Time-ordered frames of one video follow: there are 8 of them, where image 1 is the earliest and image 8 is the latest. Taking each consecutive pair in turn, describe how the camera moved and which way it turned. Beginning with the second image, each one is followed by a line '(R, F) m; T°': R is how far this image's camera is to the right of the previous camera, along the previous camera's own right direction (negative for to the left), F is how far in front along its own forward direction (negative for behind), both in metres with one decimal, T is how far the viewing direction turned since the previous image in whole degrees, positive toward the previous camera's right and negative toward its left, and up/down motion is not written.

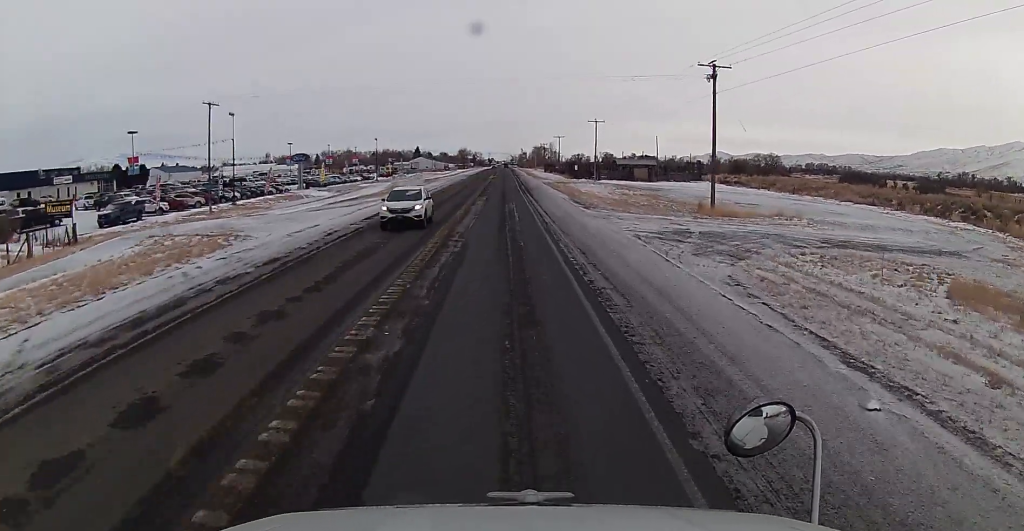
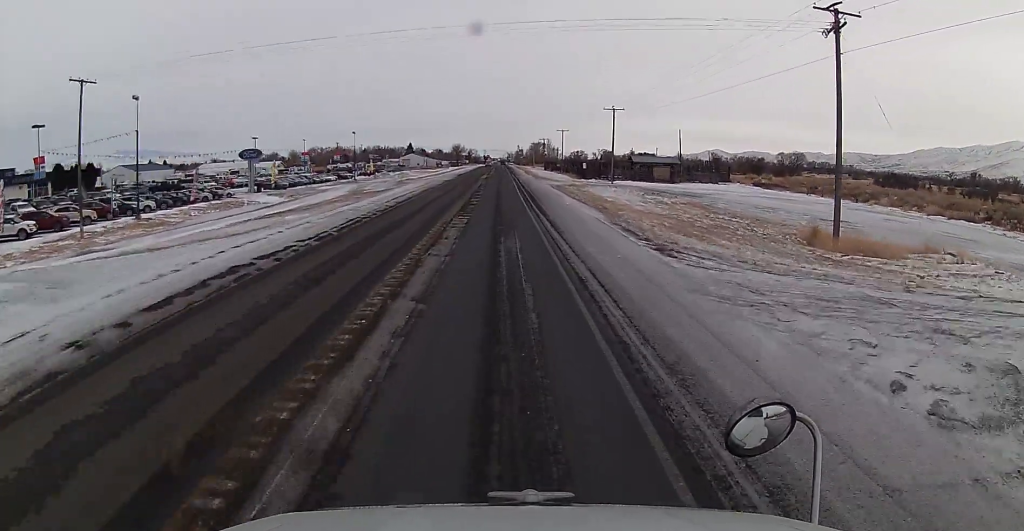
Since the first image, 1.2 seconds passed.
(0.0, +21.3) m; +1°
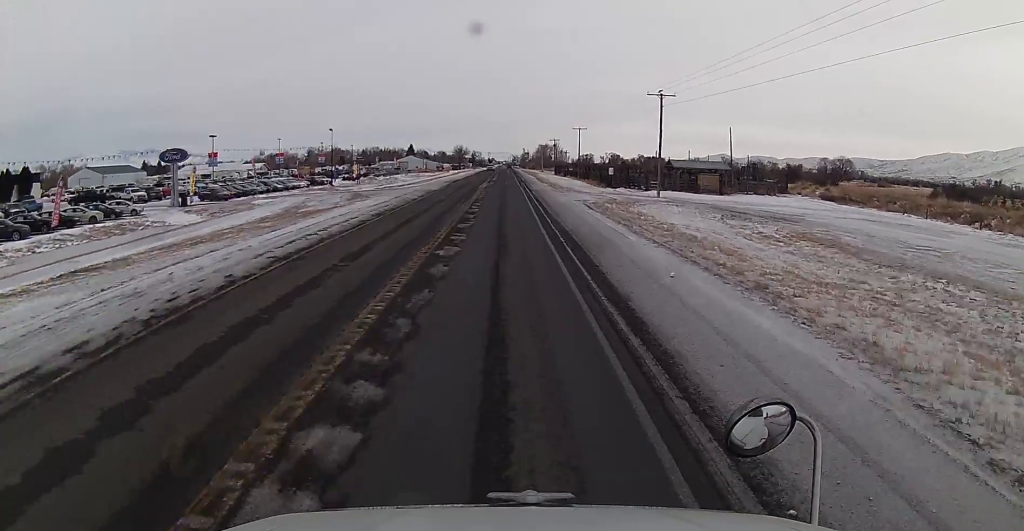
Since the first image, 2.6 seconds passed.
(+0.1, +24.7) m; -1°
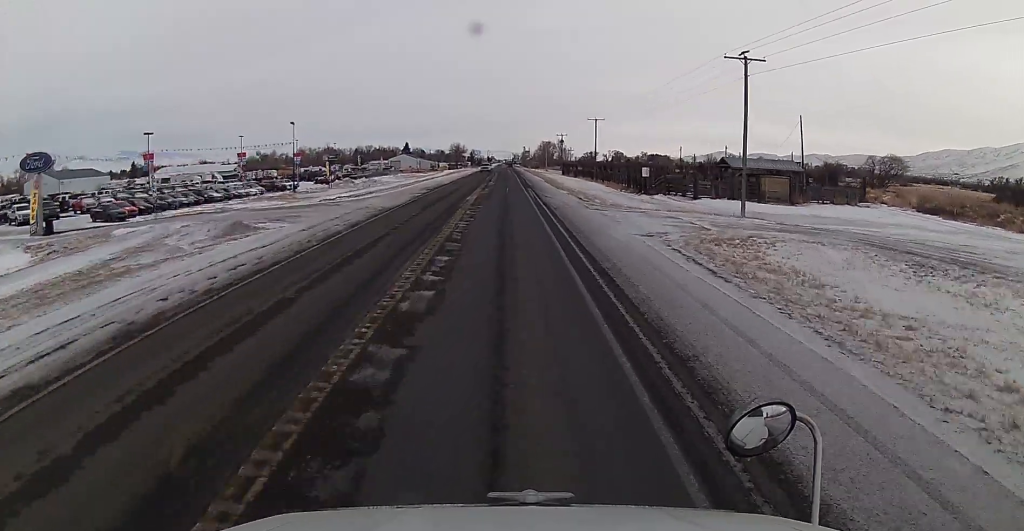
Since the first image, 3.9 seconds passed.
(-0.1, +23.3) m; +1°
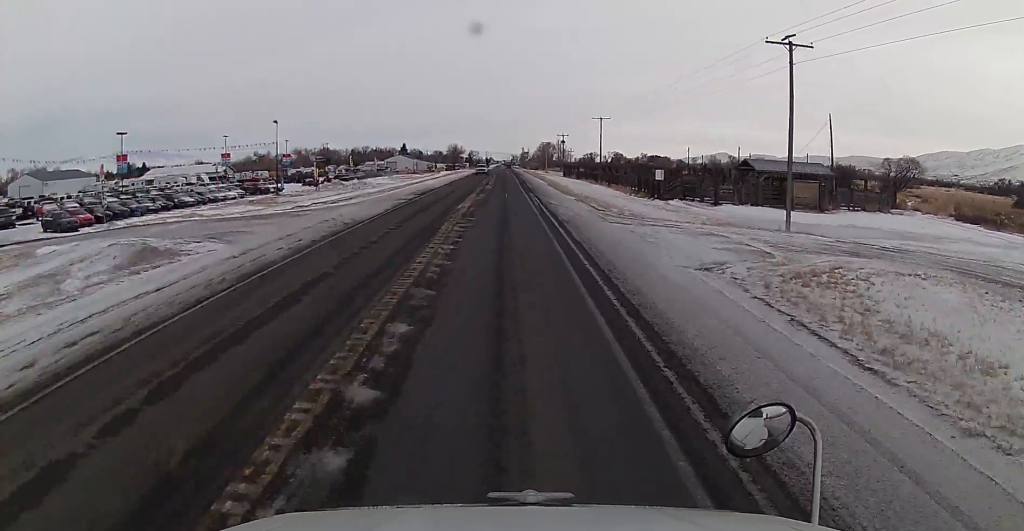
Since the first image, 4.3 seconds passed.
(+0.2, +7.1) m; 0°
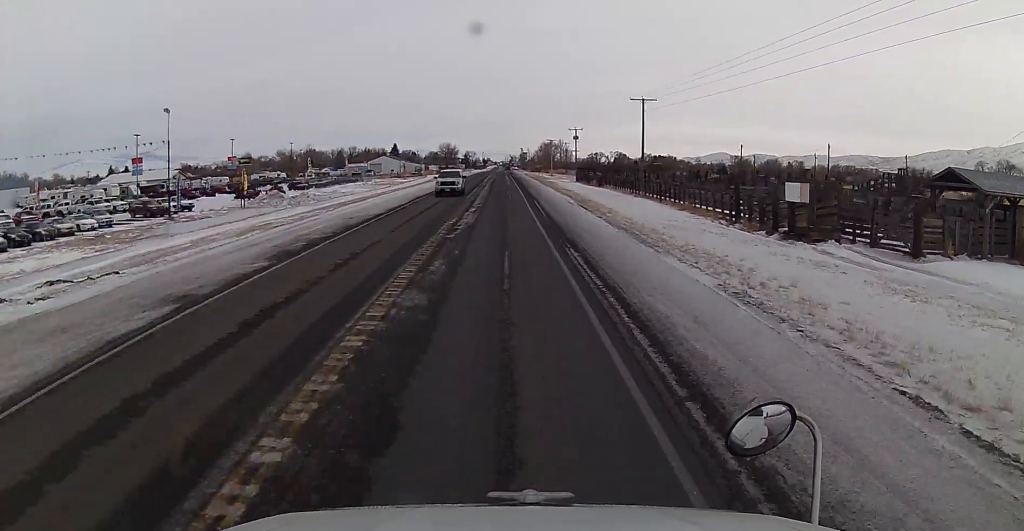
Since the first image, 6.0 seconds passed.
(-0.3, +31.7) m; -1°
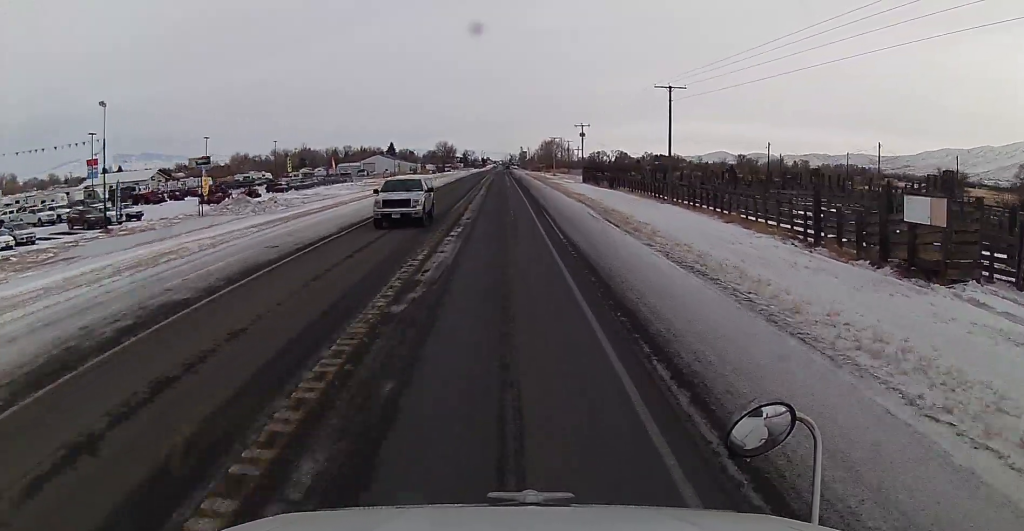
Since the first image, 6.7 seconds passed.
(+0.1, +11.5) m; +1°
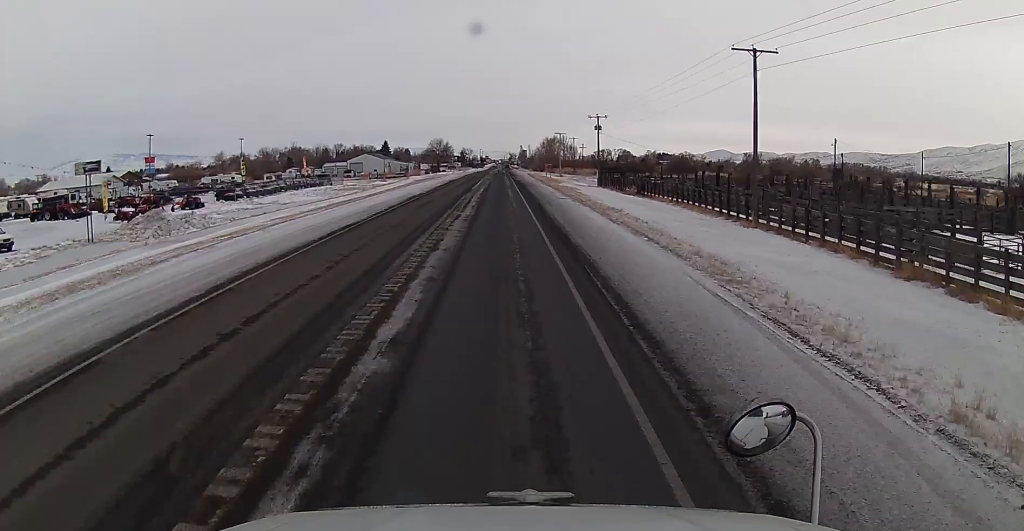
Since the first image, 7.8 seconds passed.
(+0.2, +20.1) m; 0°
